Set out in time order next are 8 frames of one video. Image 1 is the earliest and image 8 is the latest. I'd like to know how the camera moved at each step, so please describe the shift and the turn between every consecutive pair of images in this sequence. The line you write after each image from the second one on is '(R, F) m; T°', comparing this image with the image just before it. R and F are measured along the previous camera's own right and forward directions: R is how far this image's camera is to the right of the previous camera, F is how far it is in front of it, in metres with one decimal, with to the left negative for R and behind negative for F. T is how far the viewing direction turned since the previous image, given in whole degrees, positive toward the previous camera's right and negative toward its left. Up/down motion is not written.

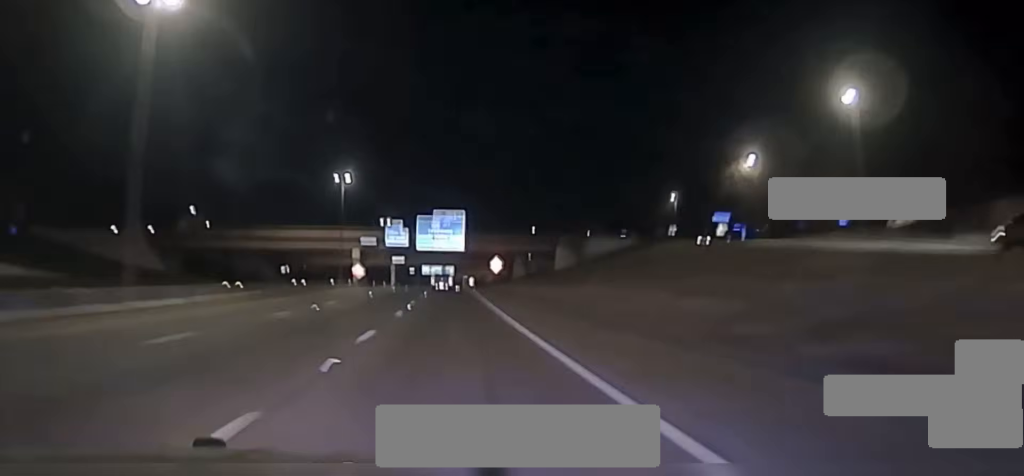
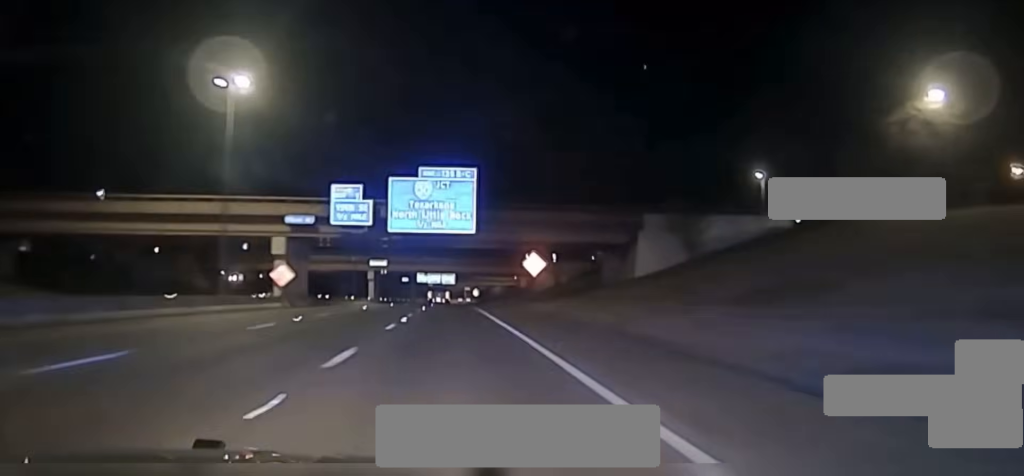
(-0.1, +50.1) m; 0°
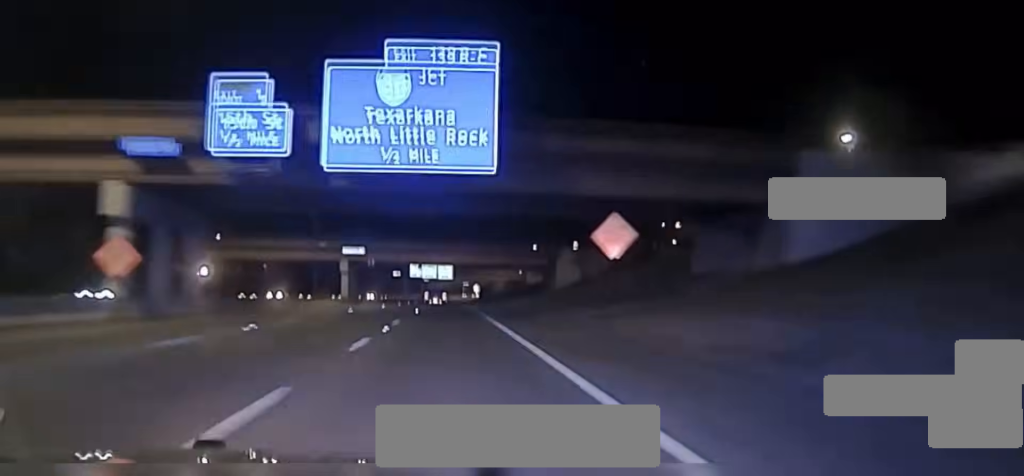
(+0.1, +32.1) m; 0°
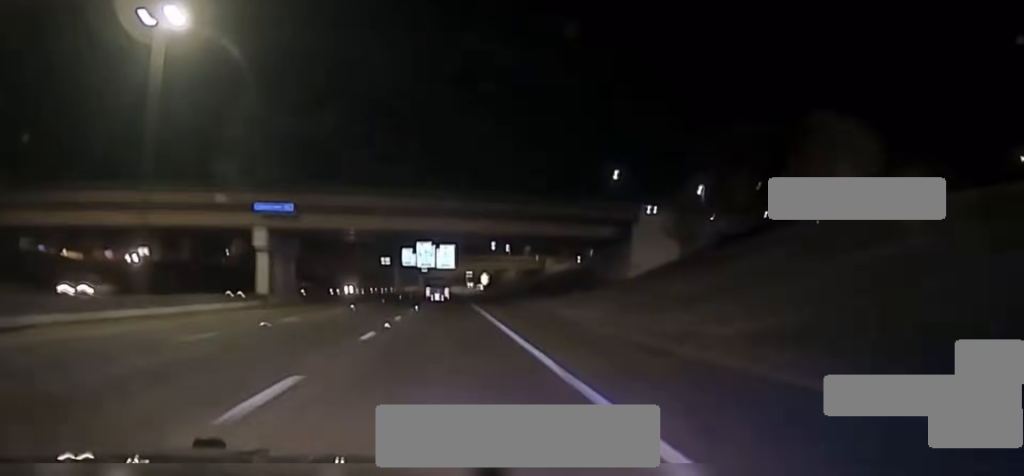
(+0.3, +48.3) m; 0°
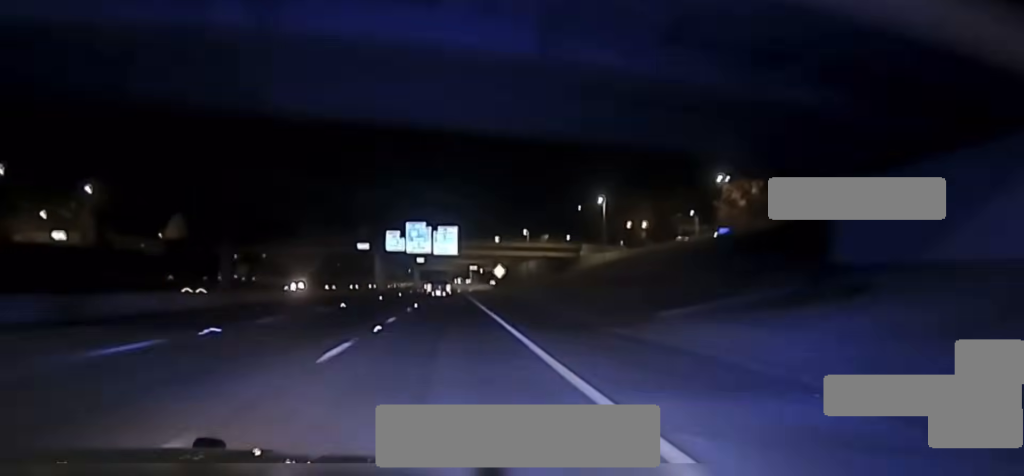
(-0.1, +54.9) m; 0°
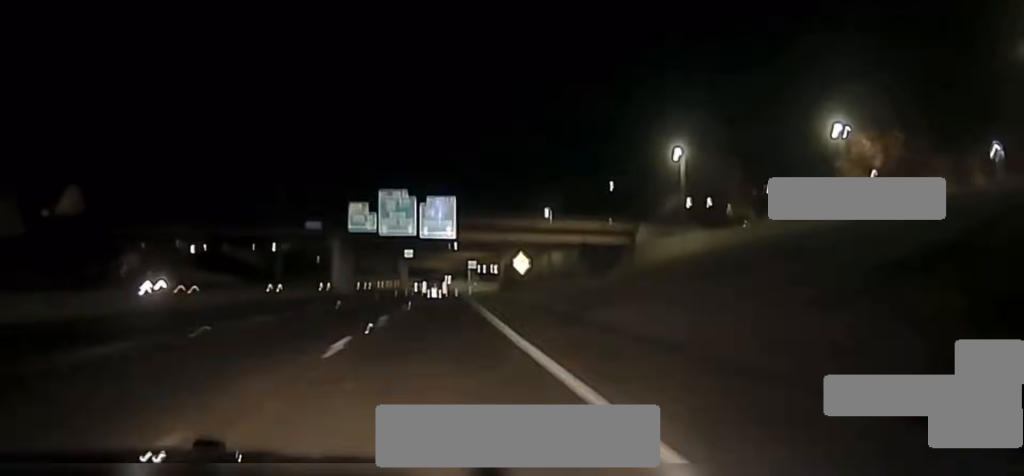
(-0.3, +50.6) m; 0°
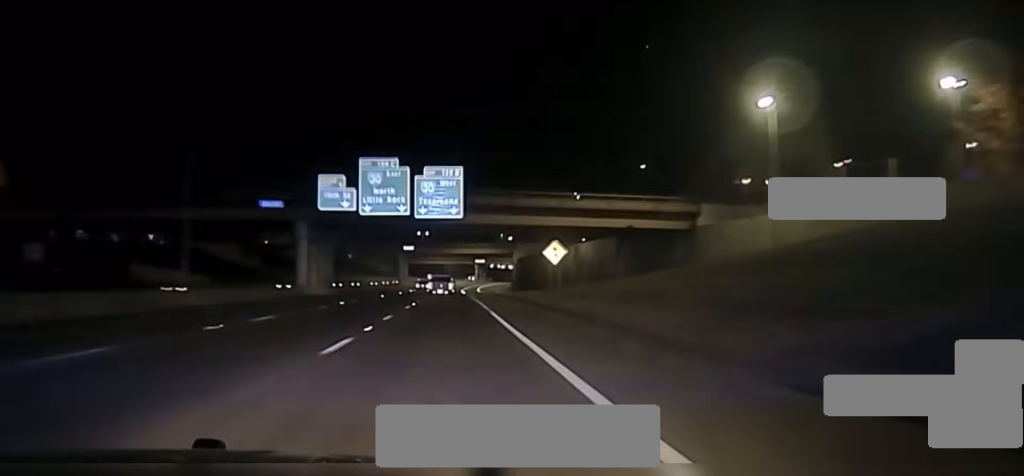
(0.0, +24.9) m; 0°
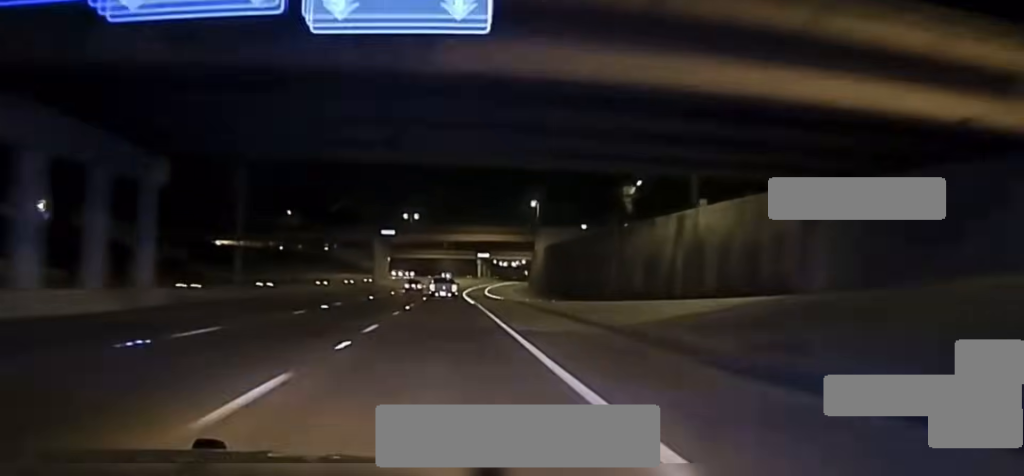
(+0.3, +56.2) m; +1°
